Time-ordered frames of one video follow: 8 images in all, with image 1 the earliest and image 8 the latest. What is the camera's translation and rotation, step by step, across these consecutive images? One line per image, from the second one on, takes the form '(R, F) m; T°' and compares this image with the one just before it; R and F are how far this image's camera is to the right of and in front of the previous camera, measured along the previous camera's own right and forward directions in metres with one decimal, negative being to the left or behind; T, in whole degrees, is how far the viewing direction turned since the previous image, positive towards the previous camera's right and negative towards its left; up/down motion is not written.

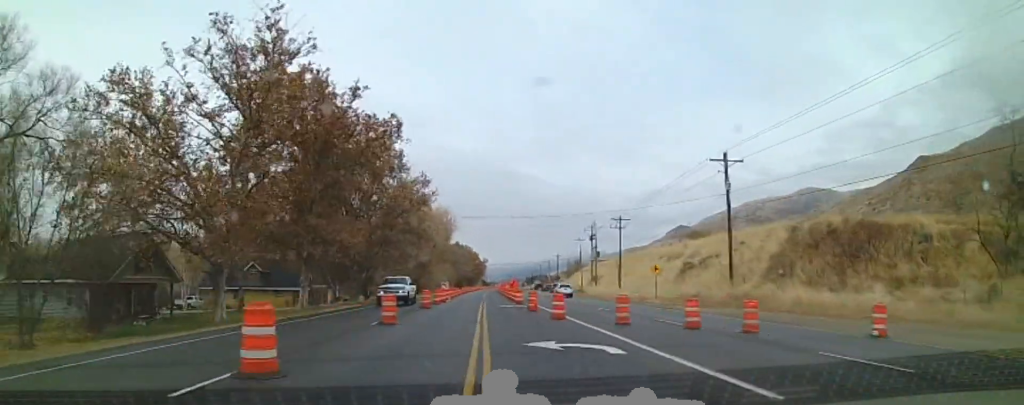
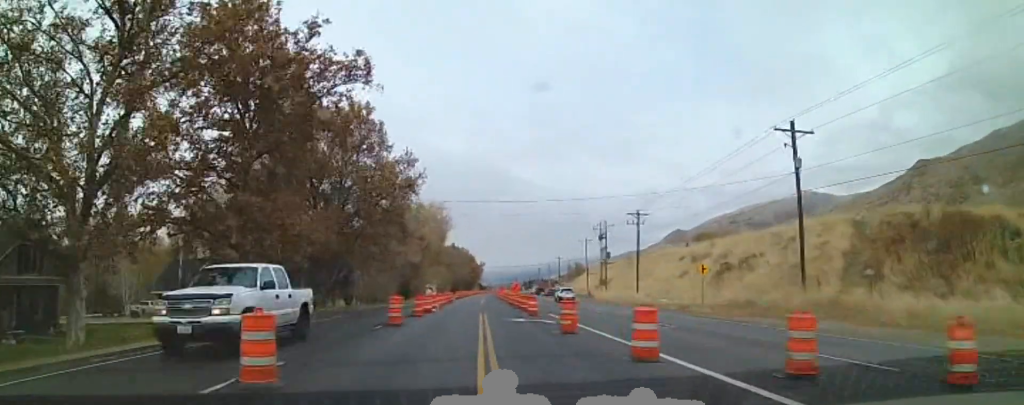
(+0.1, +11.4) m; +1°
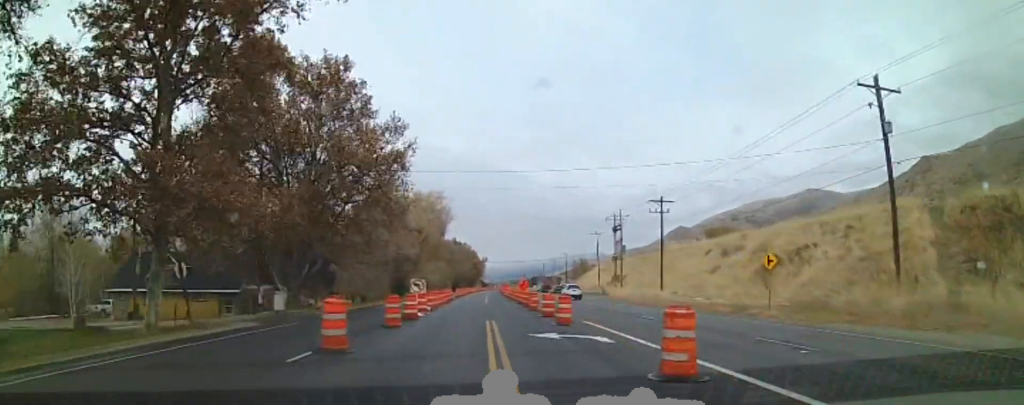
(+0.2, +9.2) m; +1°
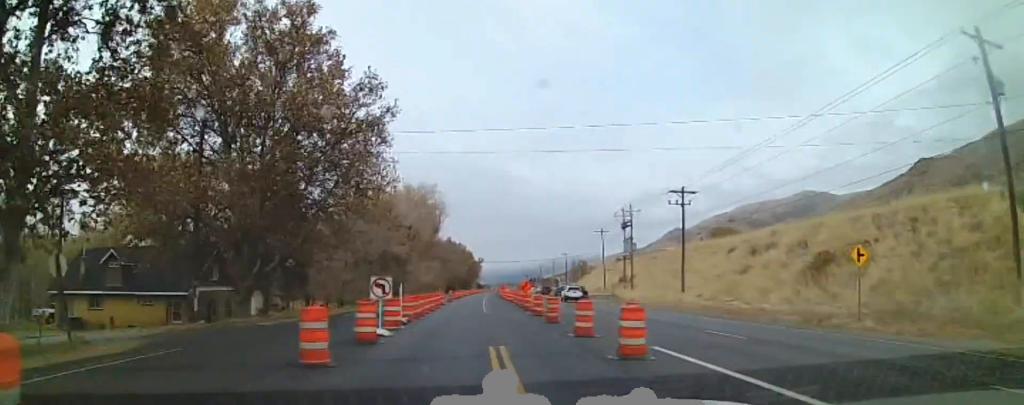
(0.0, +8.6) m; 0°
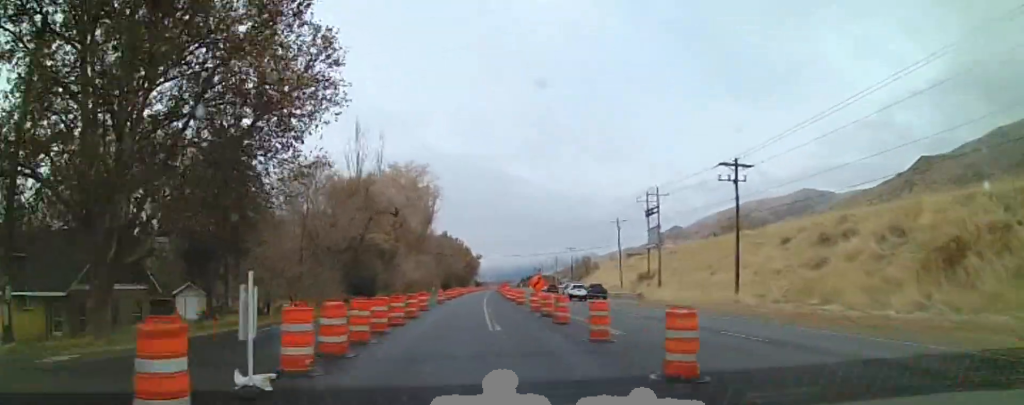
(0.0, +13.8) m; +1°
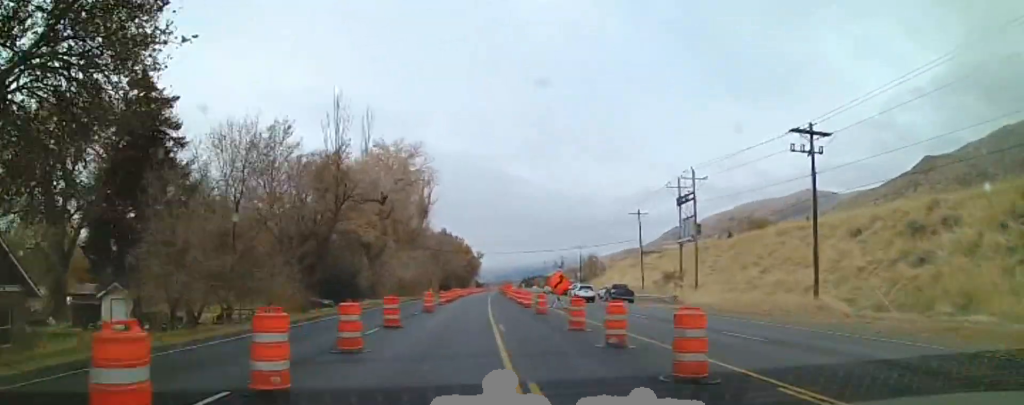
(-0.1, +12.1) m; +1°
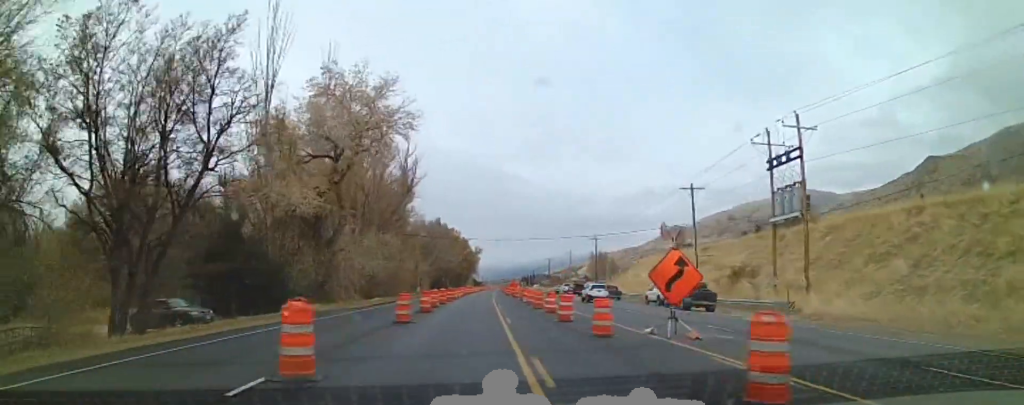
(+0.7, +22.1) m; +2°
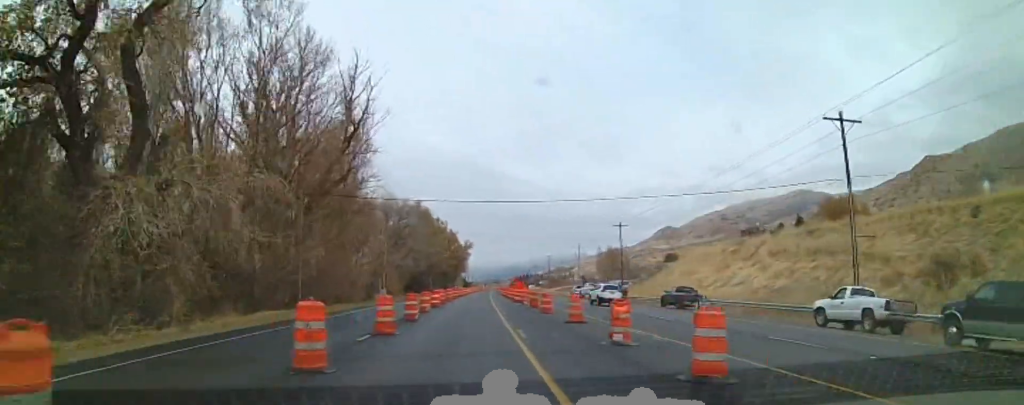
(-0.6, +30.2) m; -2°
